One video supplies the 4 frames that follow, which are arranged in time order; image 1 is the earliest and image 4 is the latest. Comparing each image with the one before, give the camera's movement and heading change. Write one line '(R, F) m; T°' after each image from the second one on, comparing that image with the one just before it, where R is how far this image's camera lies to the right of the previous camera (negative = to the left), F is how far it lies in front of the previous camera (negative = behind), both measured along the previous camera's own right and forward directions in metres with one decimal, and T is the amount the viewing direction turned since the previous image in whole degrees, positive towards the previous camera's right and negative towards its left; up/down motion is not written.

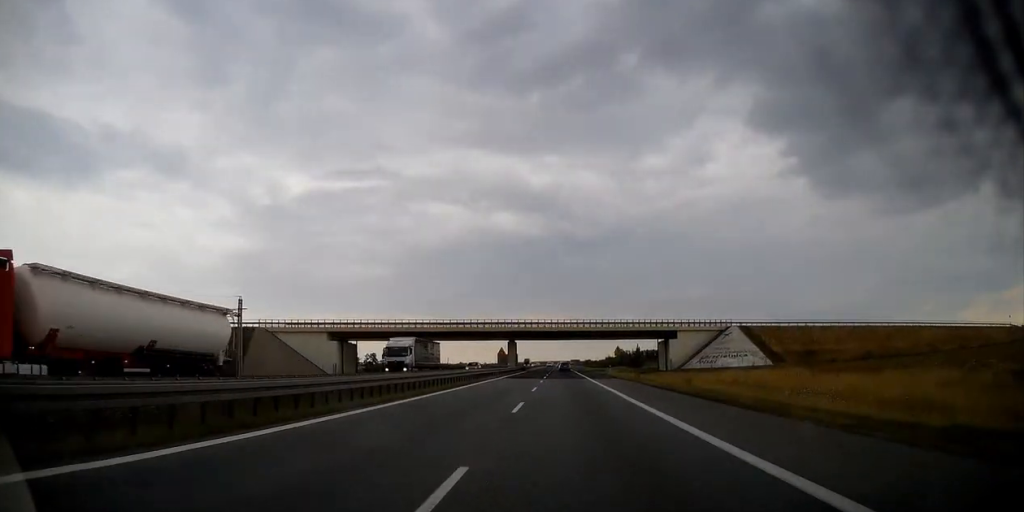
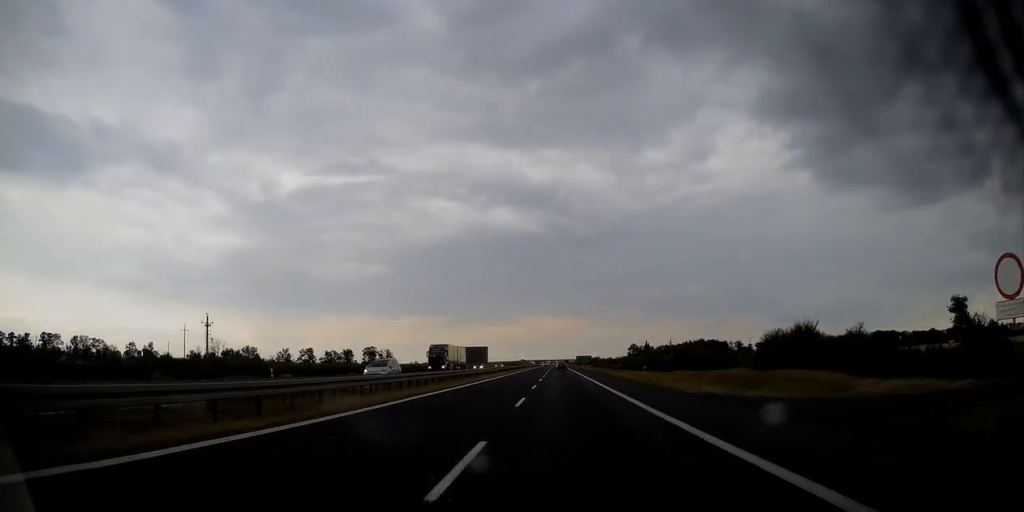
(-0.1, +131.0) m; 0°
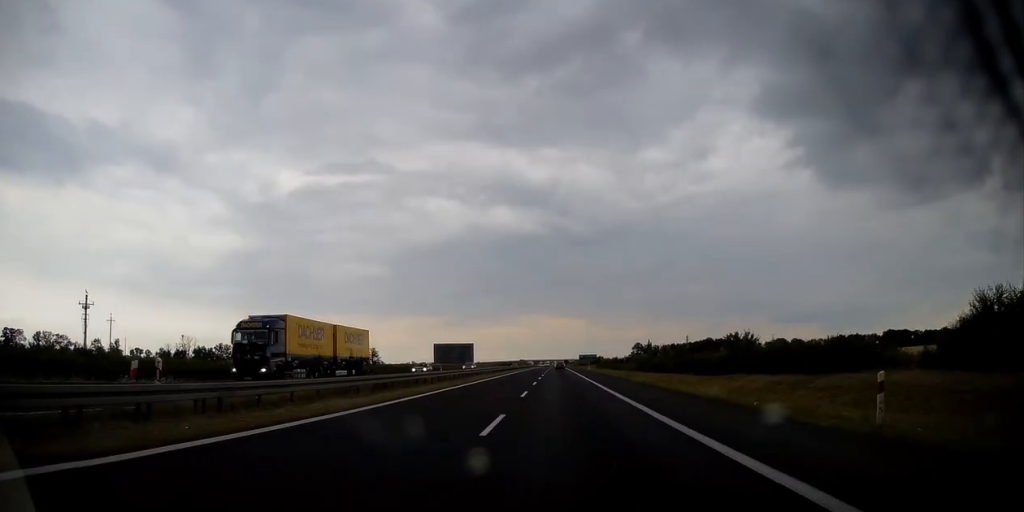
(+0.1, +31.5) m; 0°
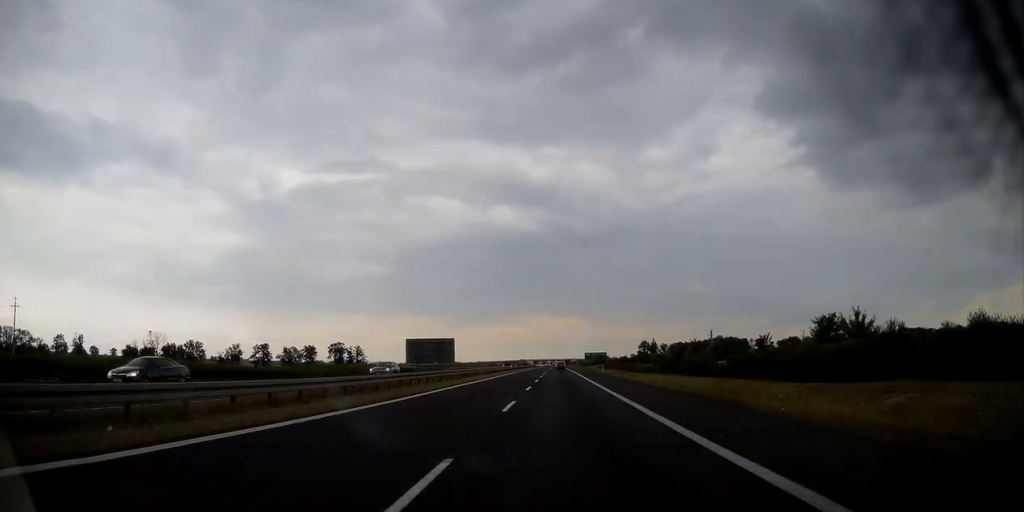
(+0.1, +31.4) m; 0°
